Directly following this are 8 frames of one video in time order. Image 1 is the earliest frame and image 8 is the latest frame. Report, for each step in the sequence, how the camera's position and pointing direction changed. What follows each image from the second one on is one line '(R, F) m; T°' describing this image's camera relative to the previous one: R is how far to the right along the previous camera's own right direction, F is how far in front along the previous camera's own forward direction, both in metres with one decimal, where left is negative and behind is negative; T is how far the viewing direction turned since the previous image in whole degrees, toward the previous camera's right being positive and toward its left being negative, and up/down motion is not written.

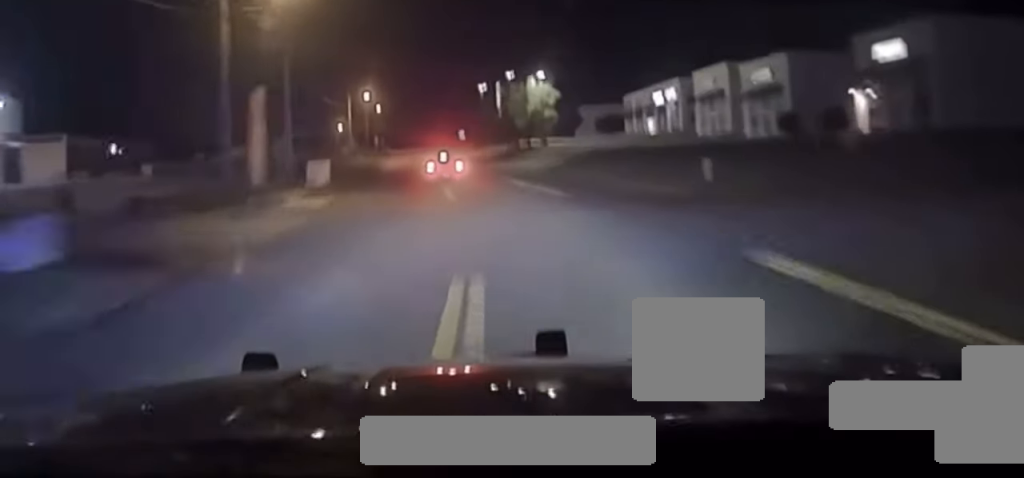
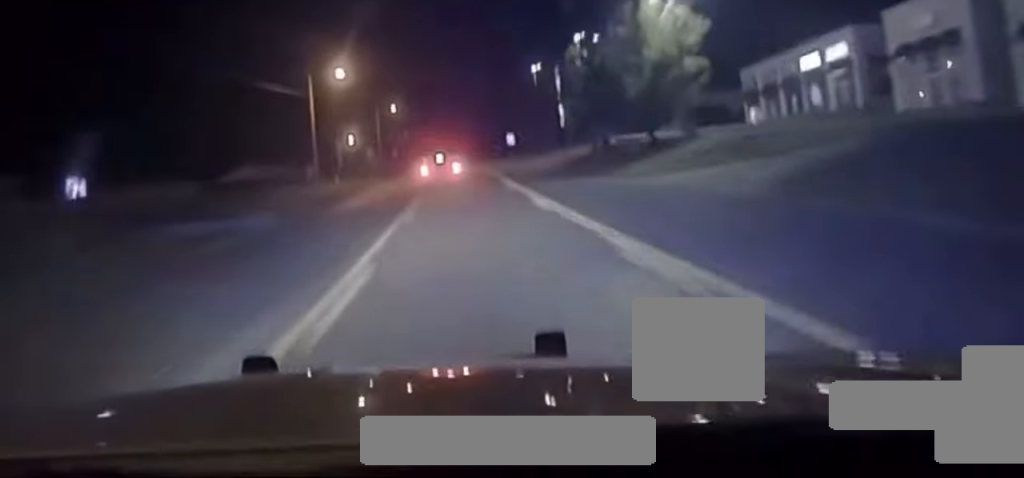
(-1.5, +47.2) m; -2°
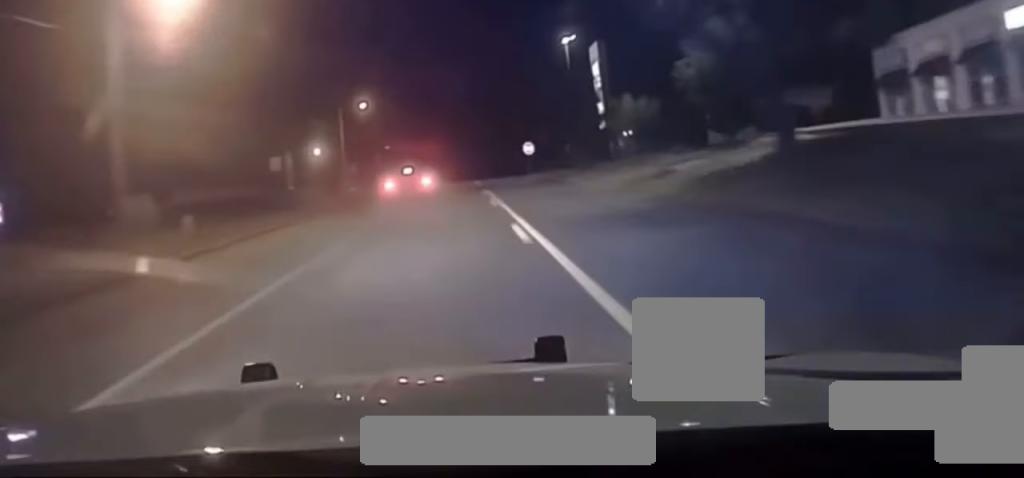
(-0.1, +28.9) m; 0°
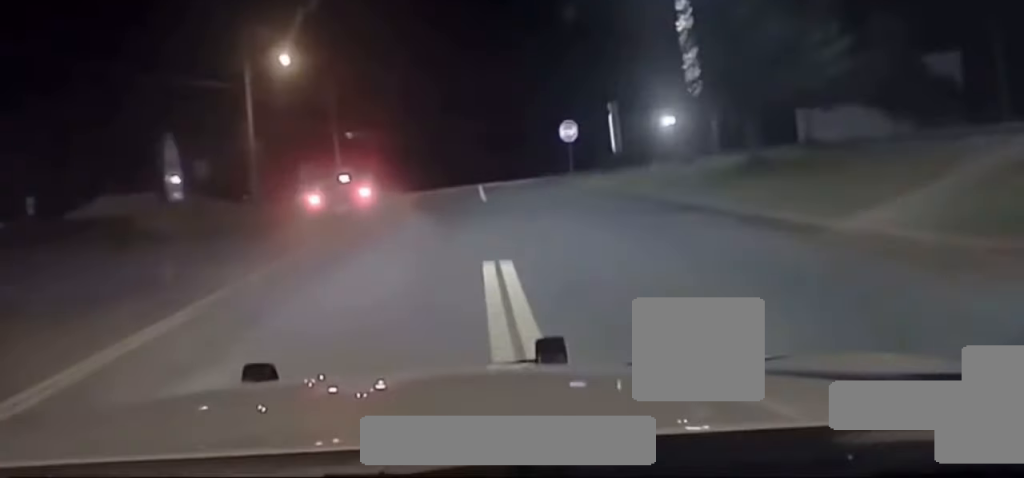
(-0.1, +33.0) m; +1°
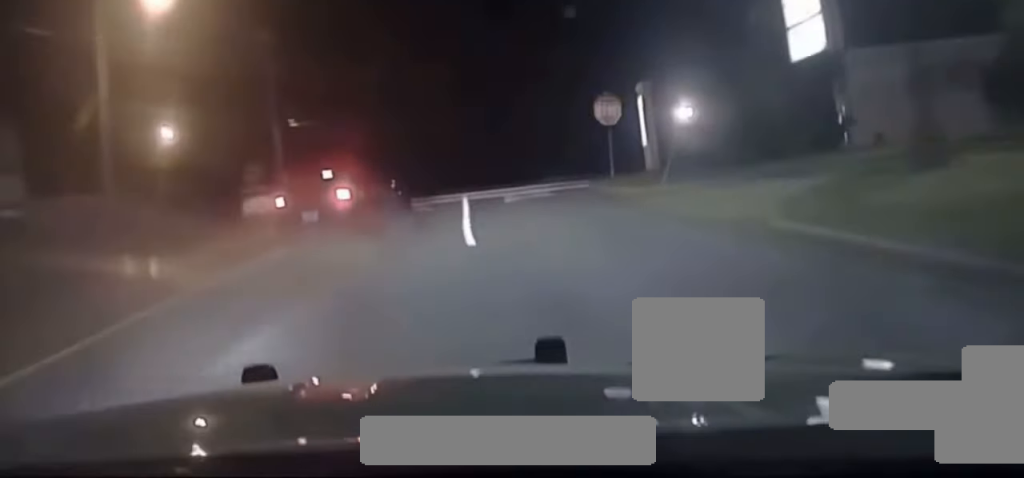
(+0.3, +16.7) m; +6°
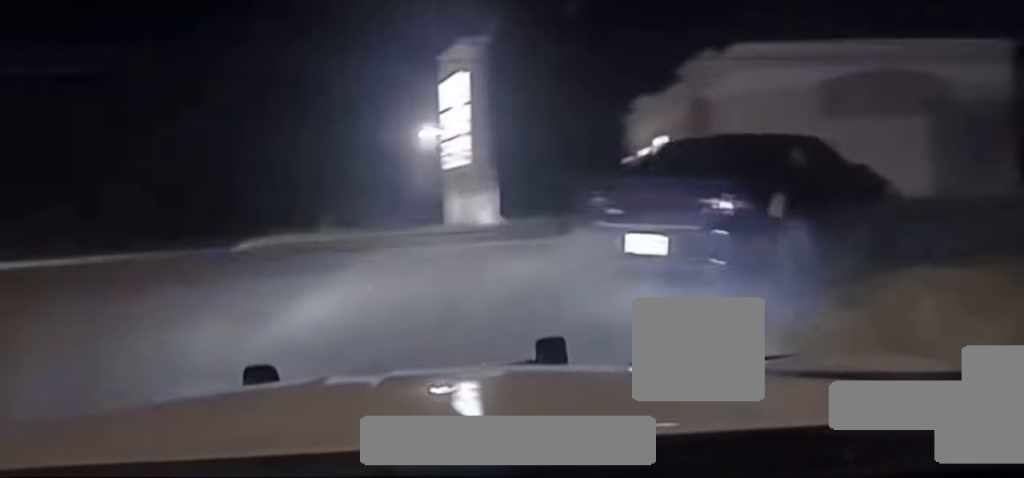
(+5.9, +21.9) m; +50°
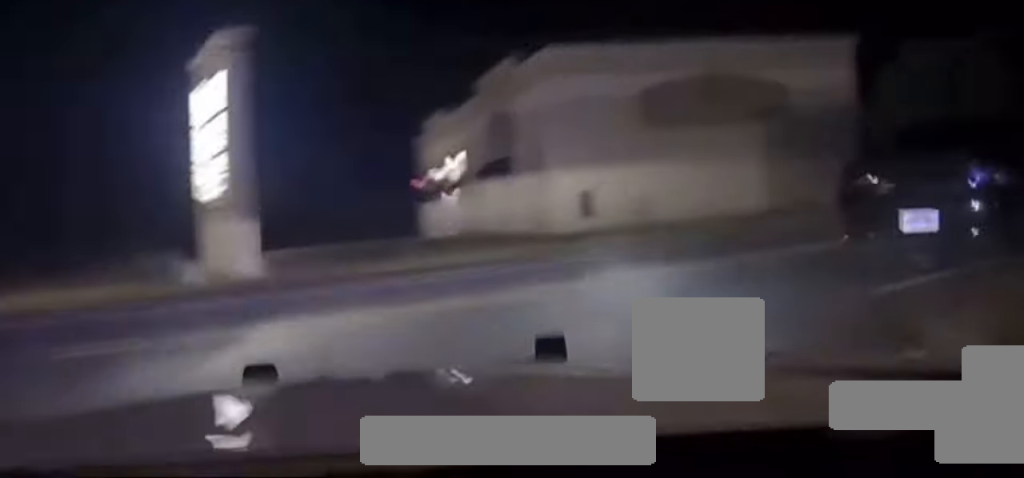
(+1.5, +5.2) m; +24°
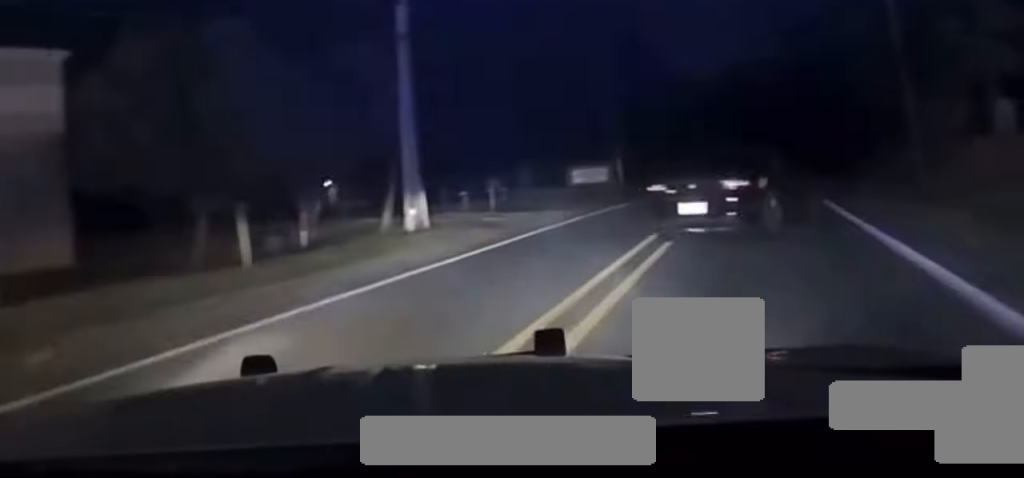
(+3.2, +14.3) m; +16°
